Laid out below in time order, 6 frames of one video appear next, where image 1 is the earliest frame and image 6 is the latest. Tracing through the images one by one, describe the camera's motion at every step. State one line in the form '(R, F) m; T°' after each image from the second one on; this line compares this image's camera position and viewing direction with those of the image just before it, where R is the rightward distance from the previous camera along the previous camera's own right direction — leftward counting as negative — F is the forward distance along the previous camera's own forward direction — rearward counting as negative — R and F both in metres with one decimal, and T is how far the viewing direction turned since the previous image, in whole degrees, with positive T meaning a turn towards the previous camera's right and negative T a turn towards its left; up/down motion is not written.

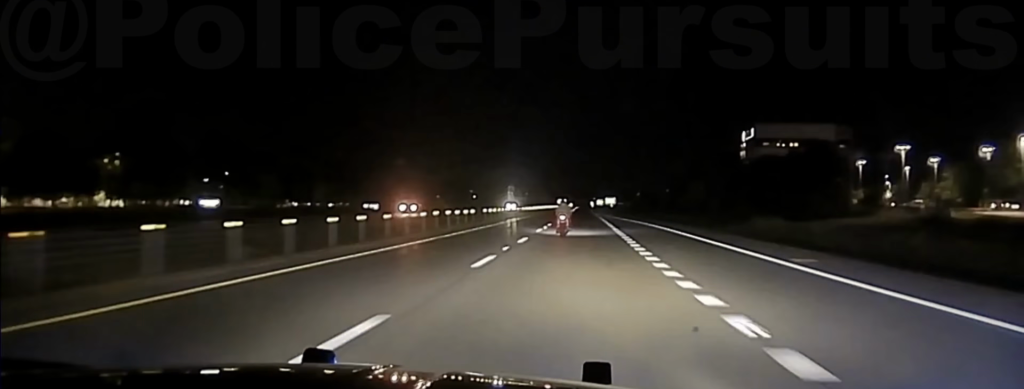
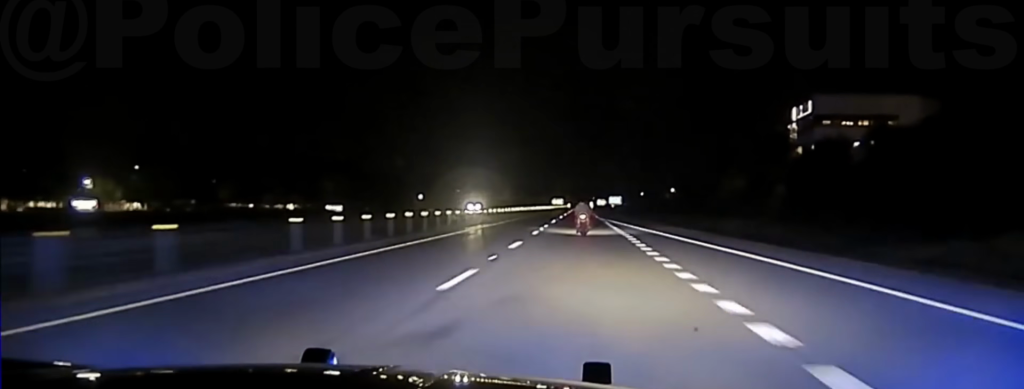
(+0.1, +47.4) m; 0°
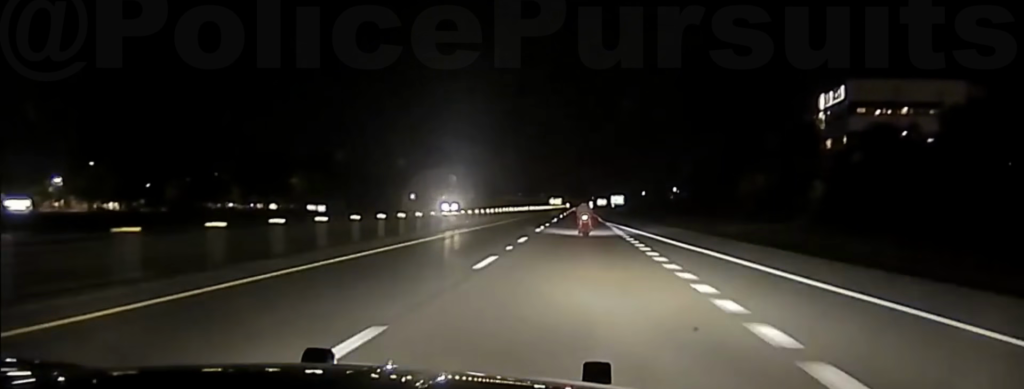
(+0.1, +20.2) m; 0°
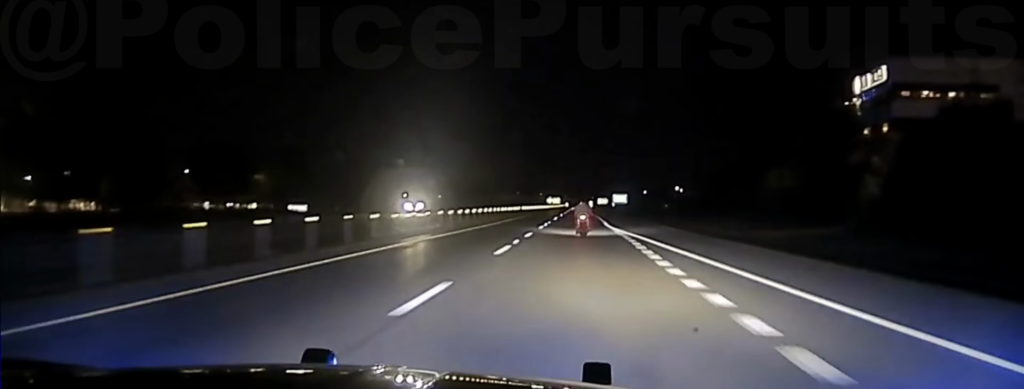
(0.0, +19.5) m; 0°
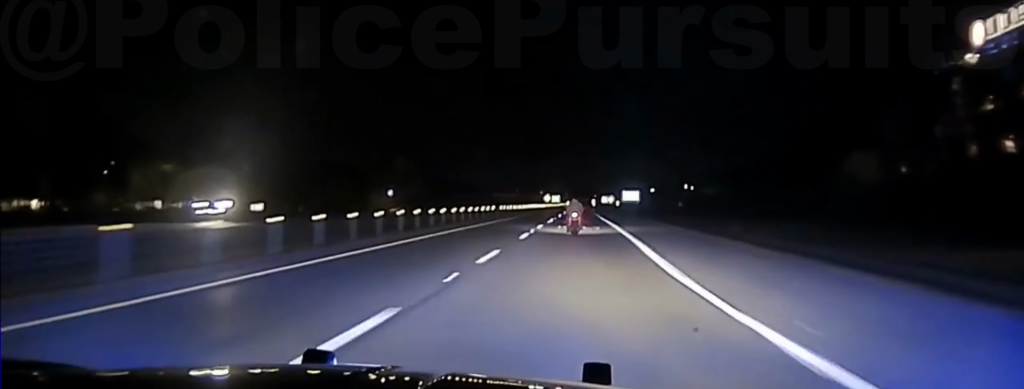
(0.0, +41.0) m; 0°
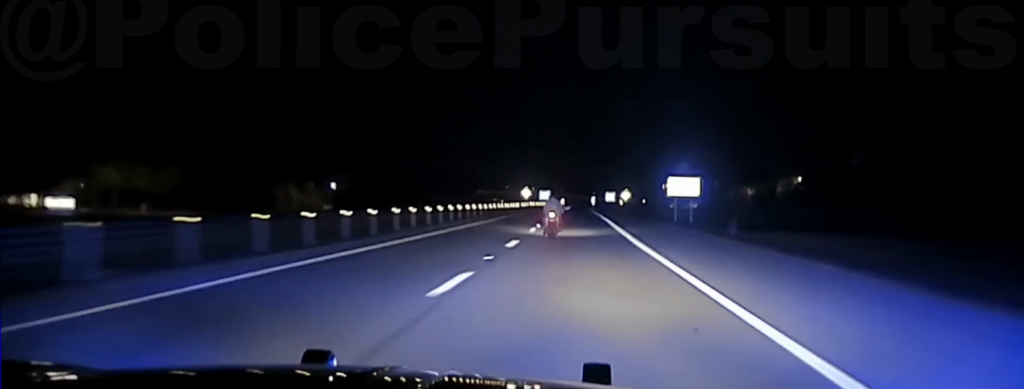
(-0.6, +103.8) m; 0°
